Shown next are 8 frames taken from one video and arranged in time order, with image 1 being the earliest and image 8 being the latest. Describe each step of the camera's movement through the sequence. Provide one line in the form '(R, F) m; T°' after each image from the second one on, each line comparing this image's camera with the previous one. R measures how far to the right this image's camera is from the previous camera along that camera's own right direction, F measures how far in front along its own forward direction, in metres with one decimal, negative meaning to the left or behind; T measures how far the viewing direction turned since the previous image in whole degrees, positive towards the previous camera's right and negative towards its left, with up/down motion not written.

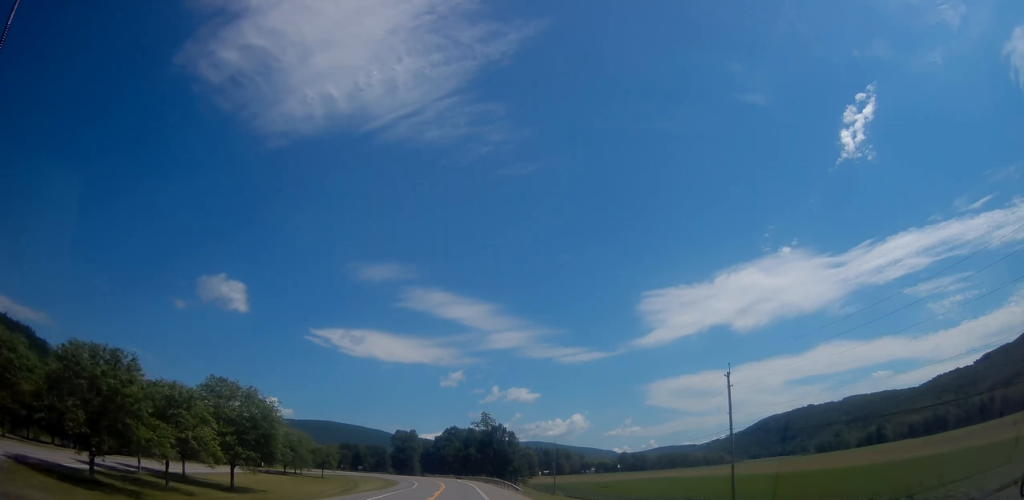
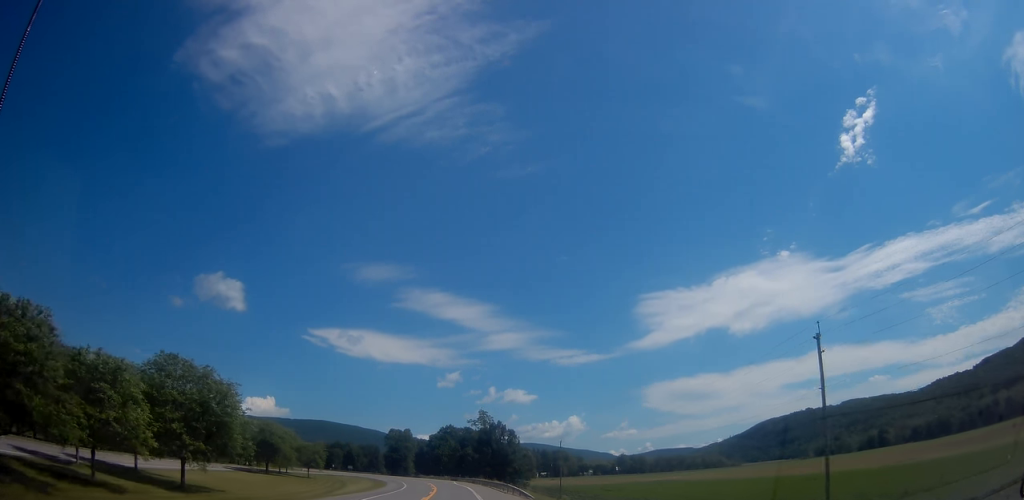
(0.0, +11.1) m; 0°
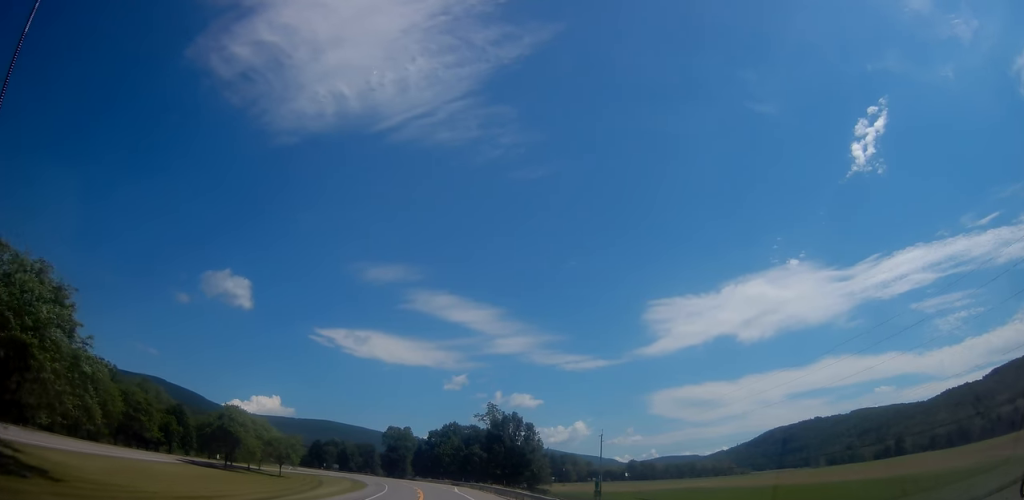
(0.0, +26.6) m; -1°
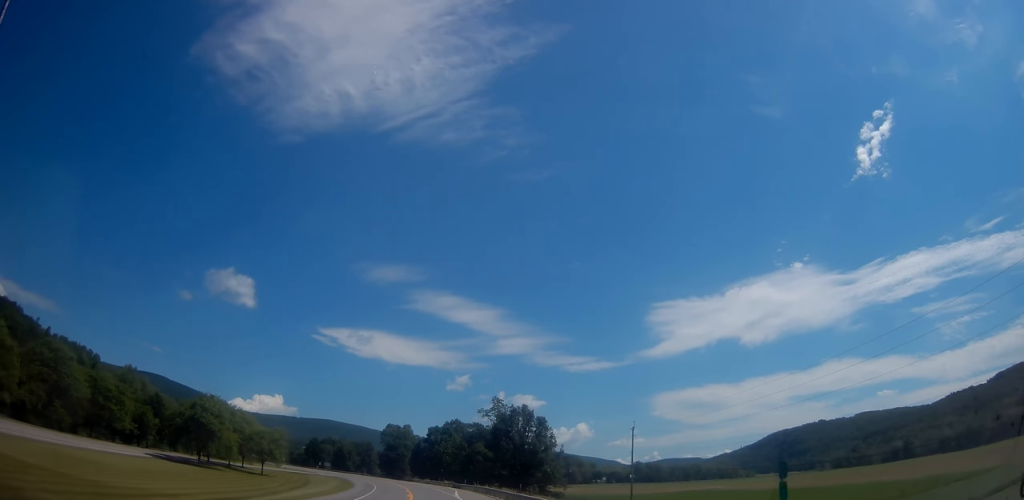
(+0.1, +12.9) m; -1°
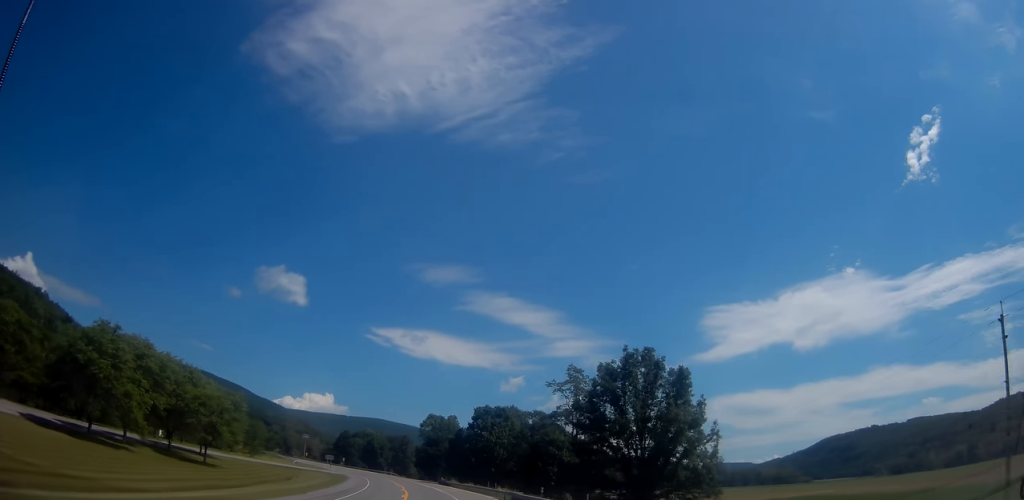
(-1.7, +43.8) m; -4°
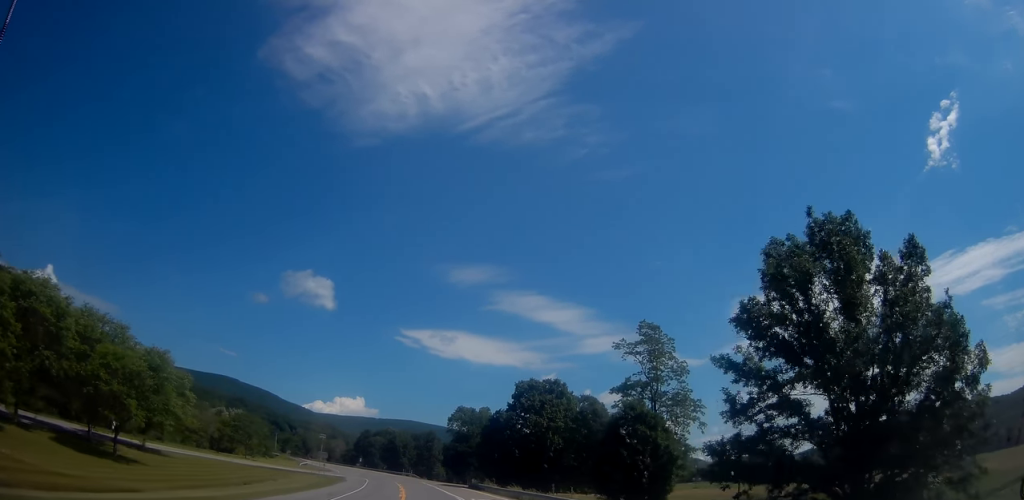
(-0.8, +26.6) m; -4°
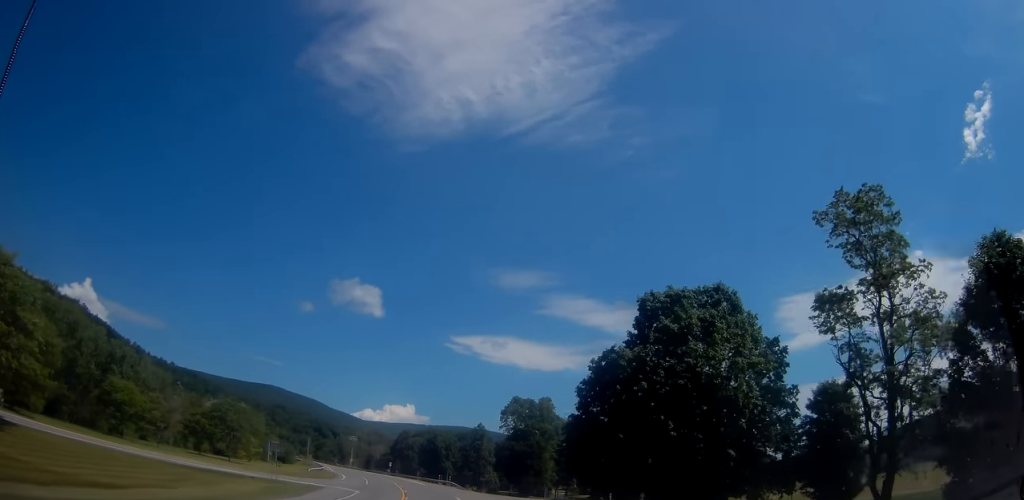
(-1.4, +37.0) m; -5°
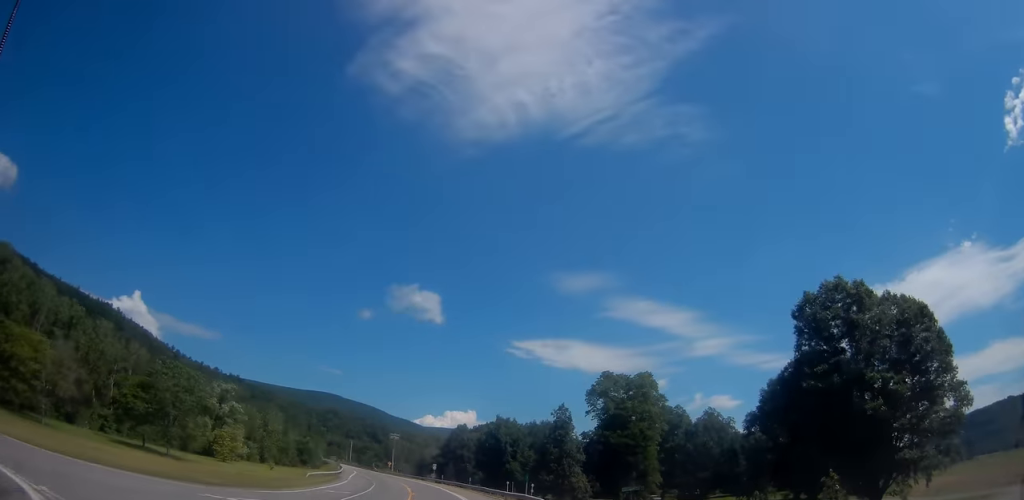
(-2.1, +42.1) m; -6°
